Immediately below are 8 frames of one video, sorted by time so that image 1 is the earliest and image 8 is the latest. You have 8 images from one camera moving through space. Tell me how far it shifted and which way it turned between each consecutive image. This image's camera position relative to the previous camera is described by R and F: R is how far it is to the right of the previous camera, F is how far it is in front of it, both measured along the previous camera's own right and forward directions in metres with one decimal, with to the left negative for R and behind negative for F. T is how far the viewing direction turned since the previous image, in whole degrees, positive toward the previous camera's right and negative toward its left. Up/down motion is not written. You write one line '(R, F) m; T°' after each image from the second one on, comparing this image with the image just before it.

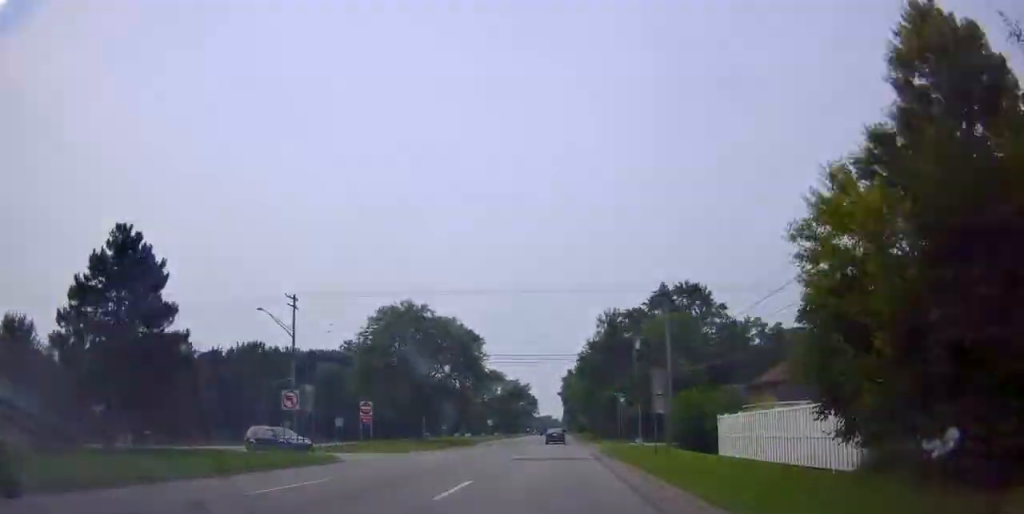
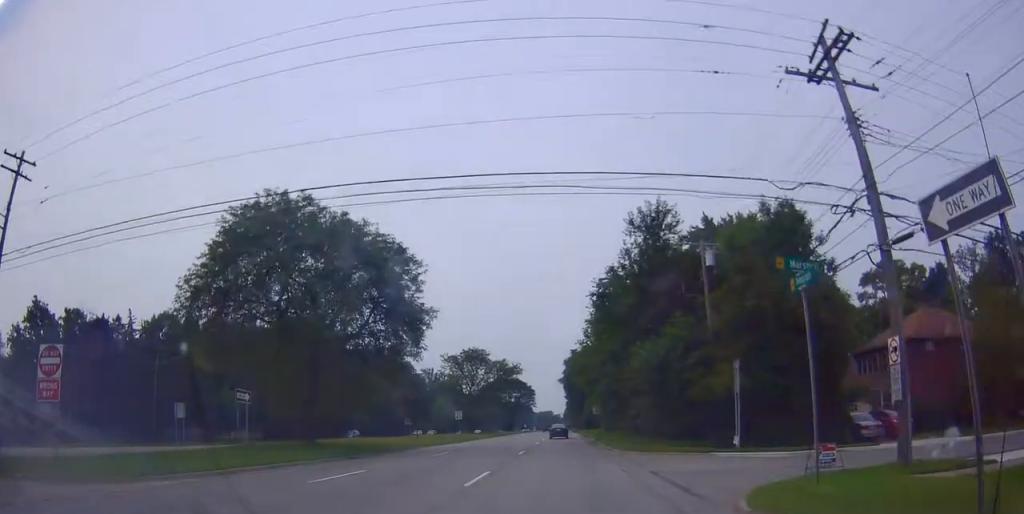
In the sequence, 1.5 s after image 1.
(+0.8, +27.1) m; +2°
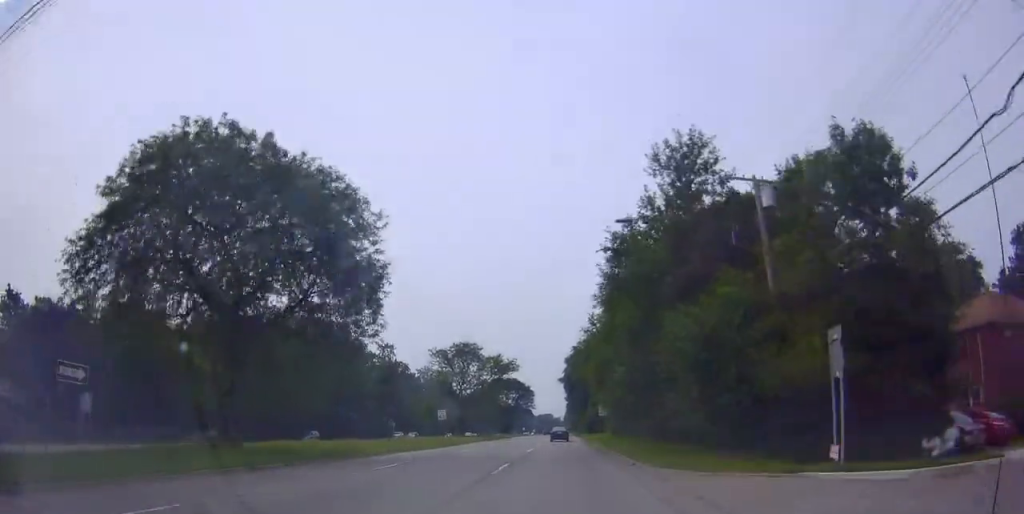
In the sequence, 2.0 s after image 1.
(0.0, +7.8) m; 0°
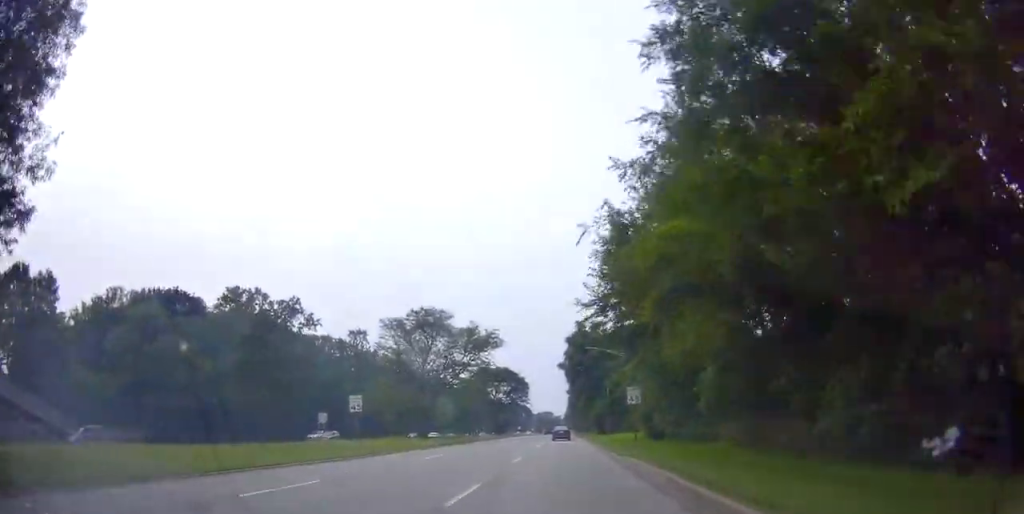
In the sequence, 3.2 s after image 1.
(+0.2, +19.4) m; +2°
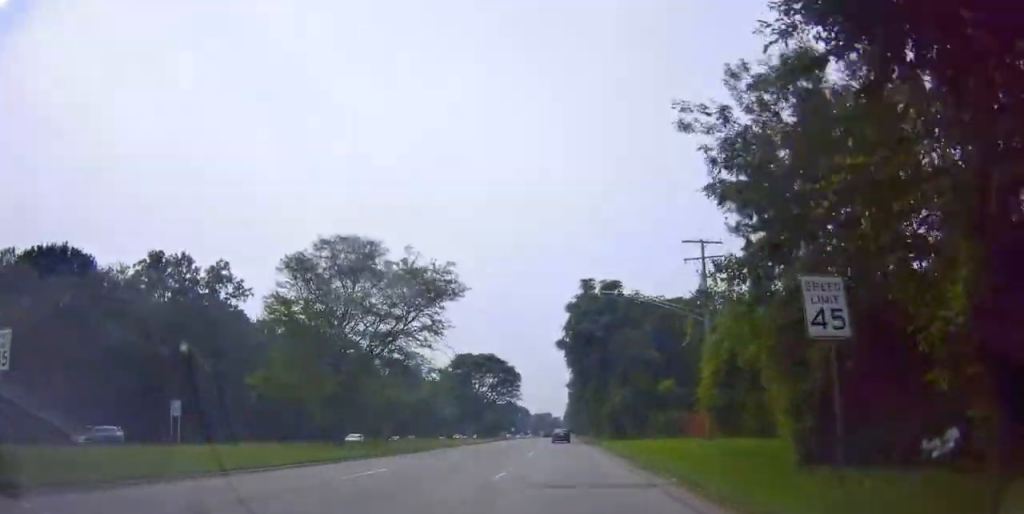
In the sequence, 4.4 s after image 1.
(+0.3, +20.9) m; 0°
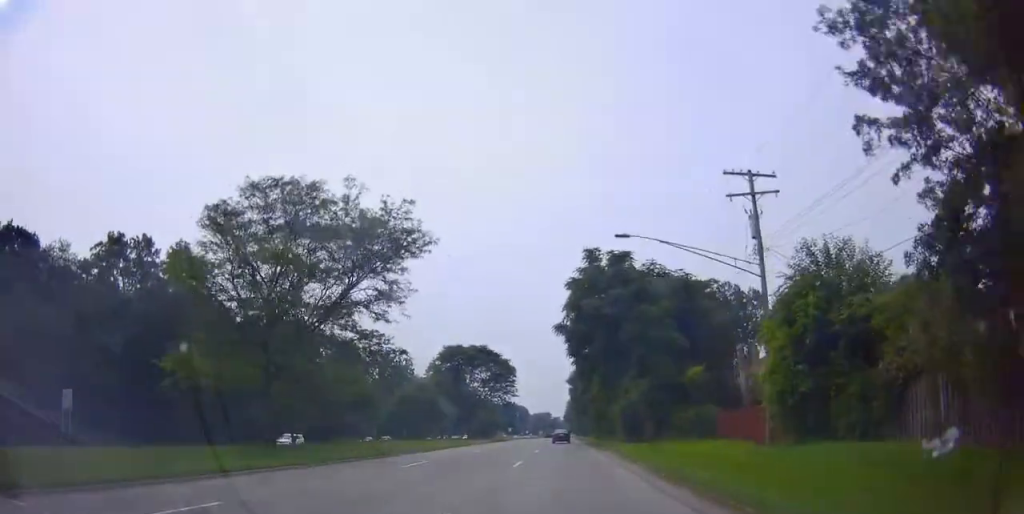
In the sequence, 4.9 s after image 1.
(0.0, +9.6) m; -1°
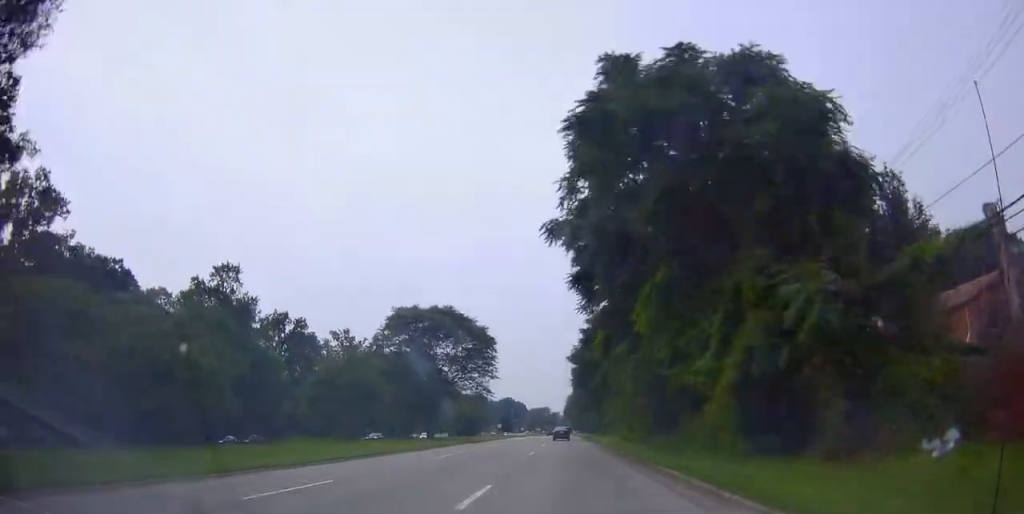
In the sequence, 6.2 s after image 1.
(-0.5, +28.8) m; -1°
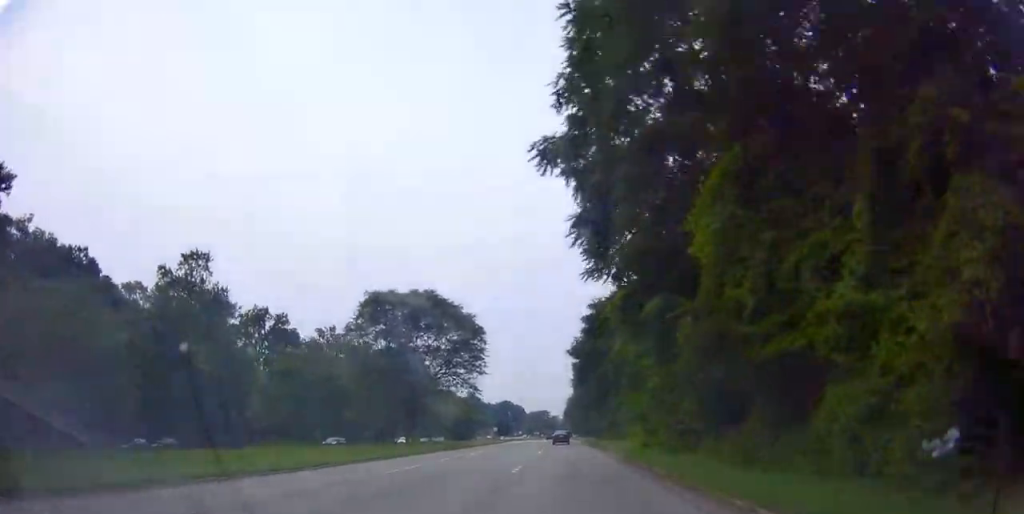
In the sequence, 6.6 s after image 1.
(0.0, +10.0) m; 0°
